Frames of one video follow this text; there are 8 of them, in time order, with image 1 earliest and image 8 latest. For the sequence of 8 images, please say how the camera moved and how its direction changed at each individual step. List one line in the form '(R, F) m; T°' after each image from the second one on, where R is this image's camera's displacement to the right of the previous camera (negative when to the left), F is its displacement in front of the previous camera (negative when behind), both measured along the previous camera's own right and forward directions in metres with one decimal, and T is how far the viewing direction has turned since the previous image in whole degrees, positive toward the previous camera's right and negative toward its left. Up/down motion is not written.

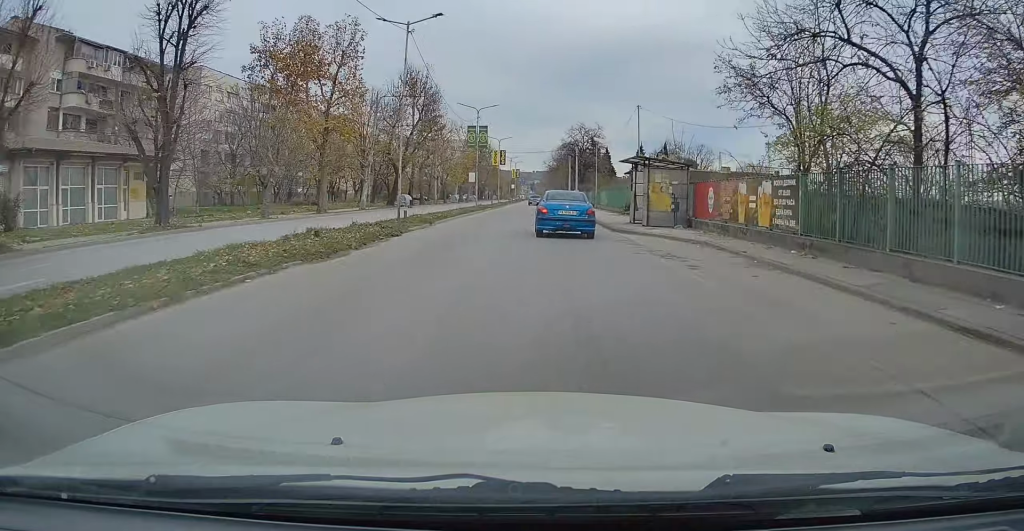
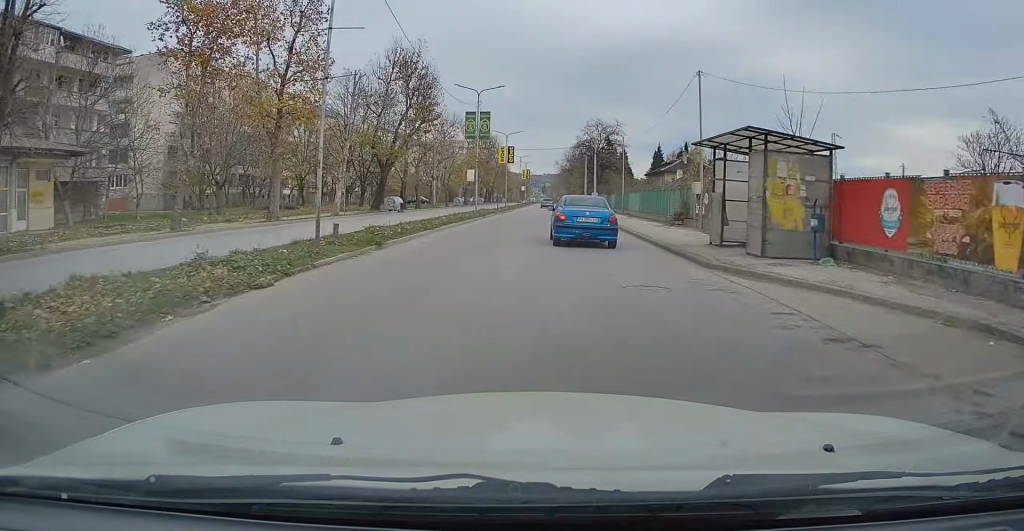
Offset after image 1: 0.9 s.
(-0.2, +11.0) m; -2°
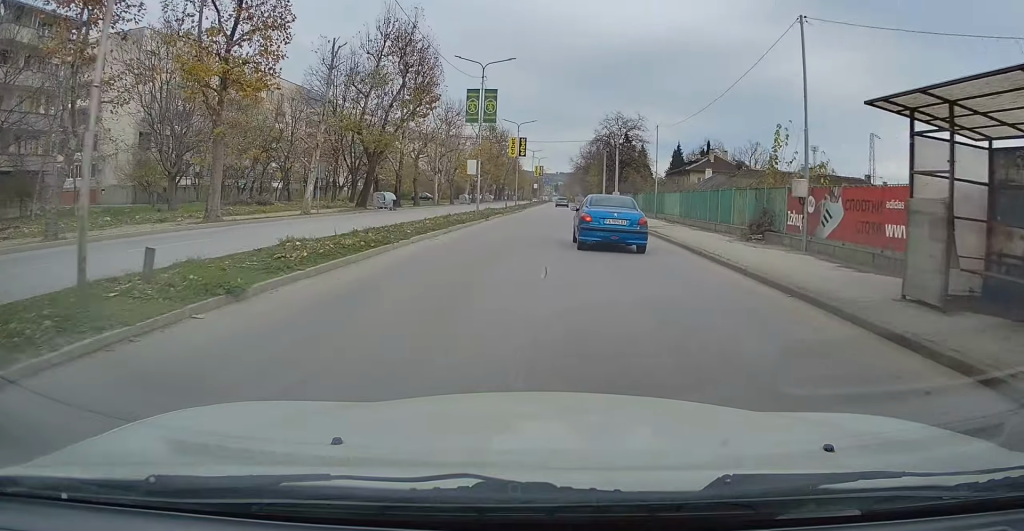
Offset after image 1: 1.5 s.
(-0.1, +8.7) m; -1°
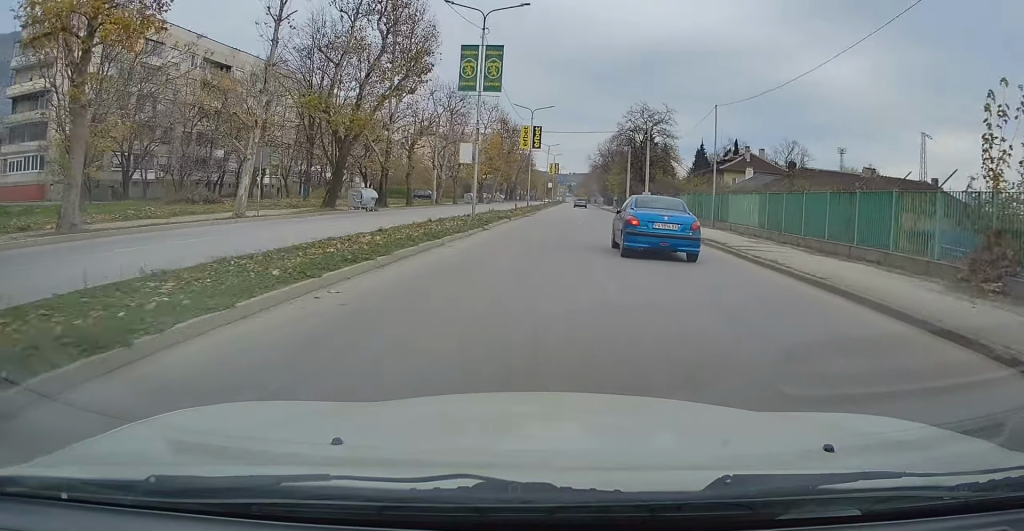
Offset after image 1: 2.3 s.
(0.0, +10.7) m; 0°
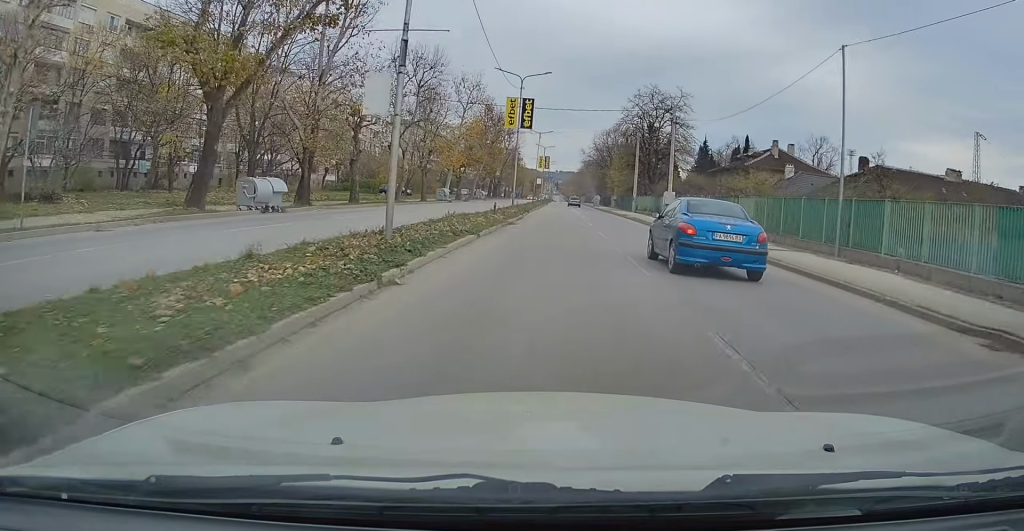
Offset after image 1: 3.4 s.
(0.0, +14.6) m; +2°
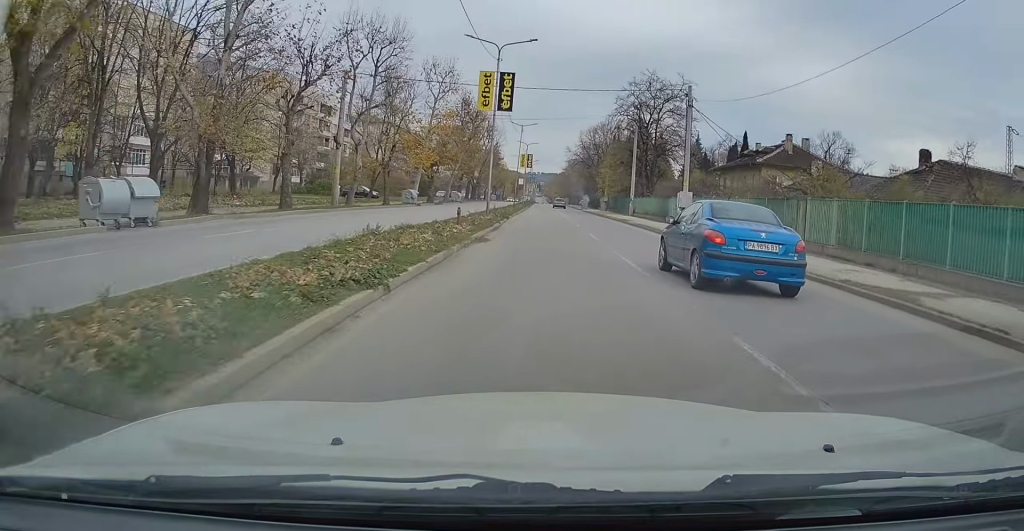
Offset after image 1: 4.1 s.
(+0.3, +9.3) m; 0°
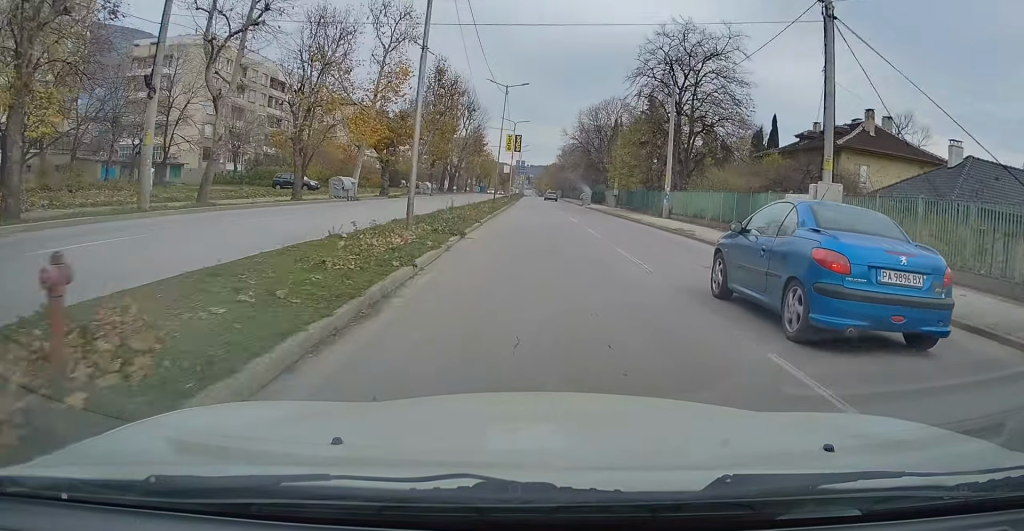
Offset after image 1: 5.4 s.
(-0.4, +18.8) m; 0°
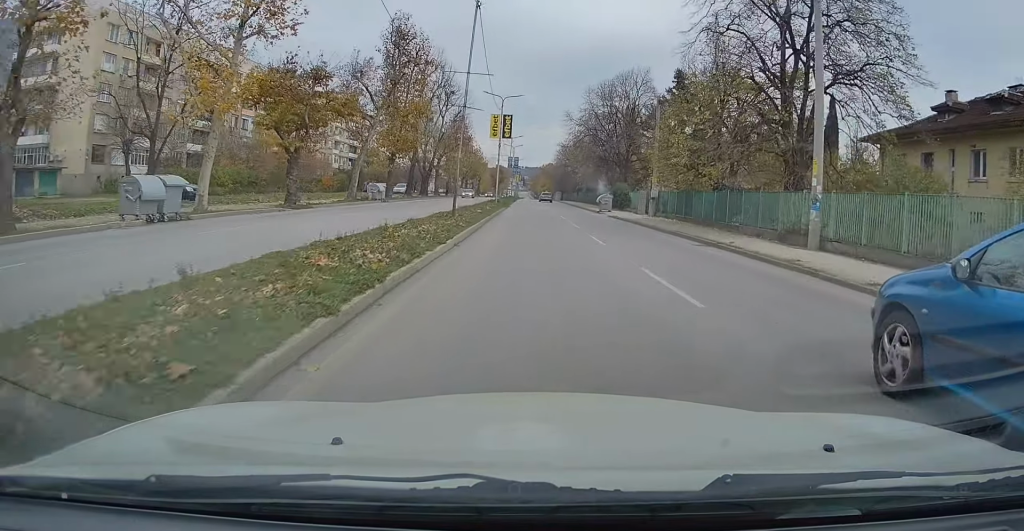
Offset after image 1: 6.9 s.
(+0.7, +21.5) m; +2°
